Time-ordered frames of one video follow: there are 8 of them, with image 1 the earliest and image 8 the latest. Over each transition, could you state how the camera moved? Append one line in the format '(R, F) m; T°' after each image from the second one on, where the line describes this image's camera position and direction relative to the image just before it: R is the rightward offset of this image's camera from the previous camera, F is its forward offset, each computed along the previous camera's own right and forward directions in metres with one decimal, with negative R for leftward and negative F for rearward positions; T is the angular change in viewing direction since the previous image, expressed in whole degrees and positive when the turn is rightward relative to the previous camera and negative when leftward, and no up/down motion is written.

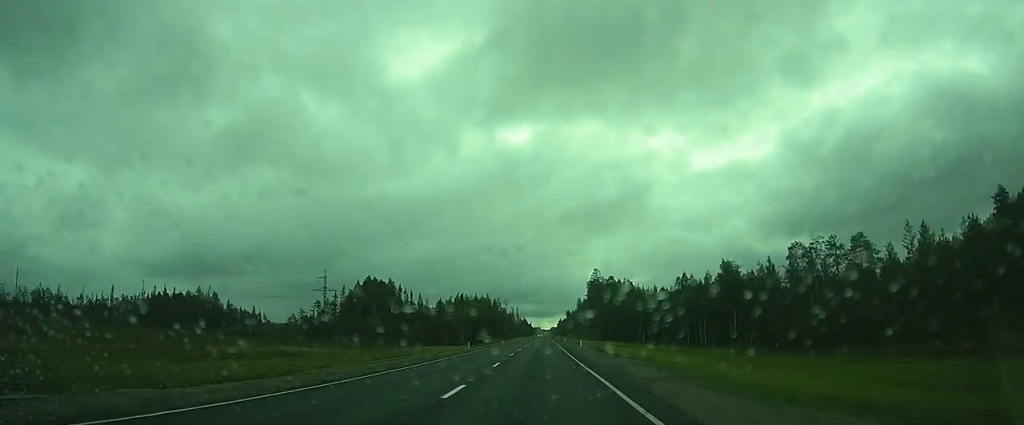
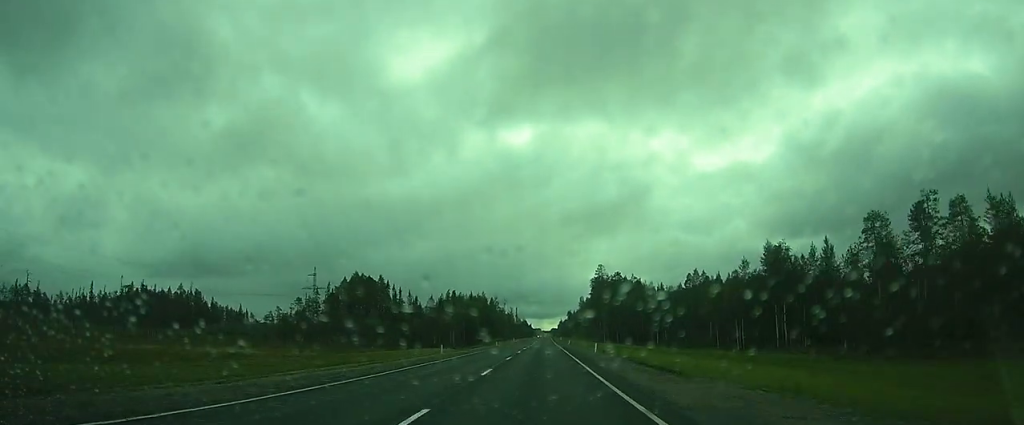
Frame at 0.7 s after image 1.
(0.0, +16.6) m; 0°
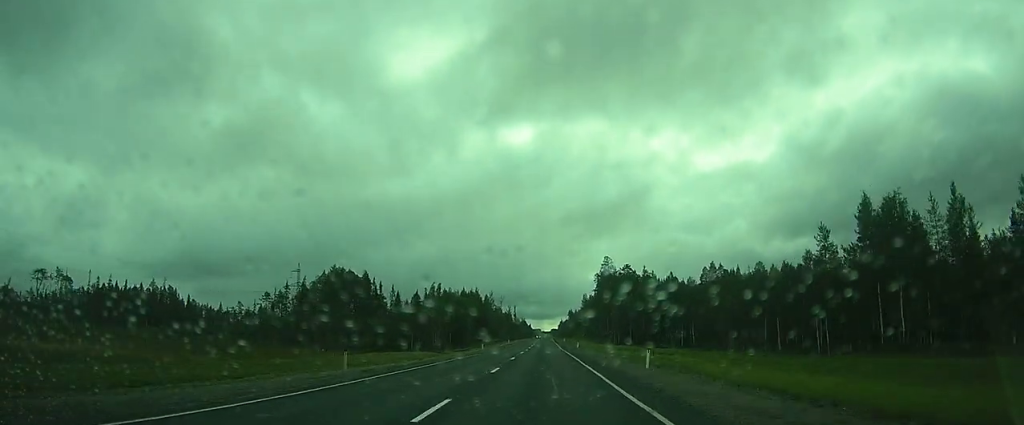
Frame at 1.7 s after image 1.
(0.0, +21.9) m; -1°
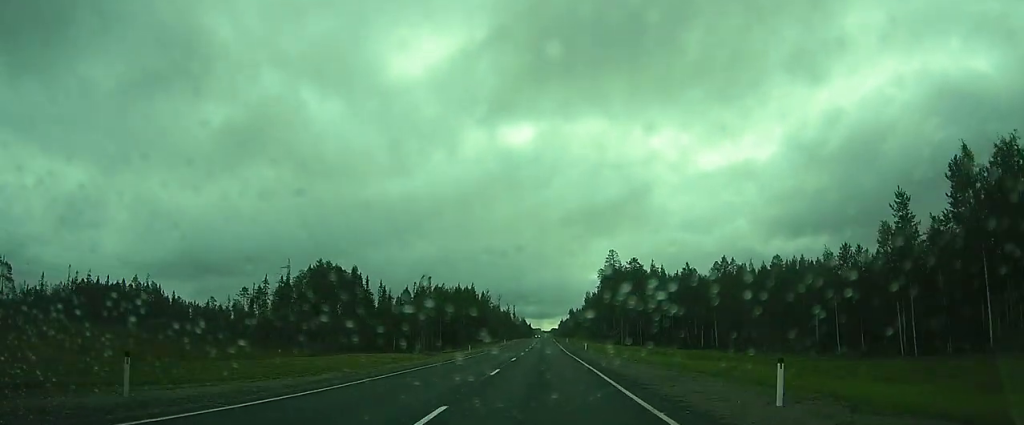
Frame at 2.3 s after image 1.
(-0.1, +12.9) m; 0°
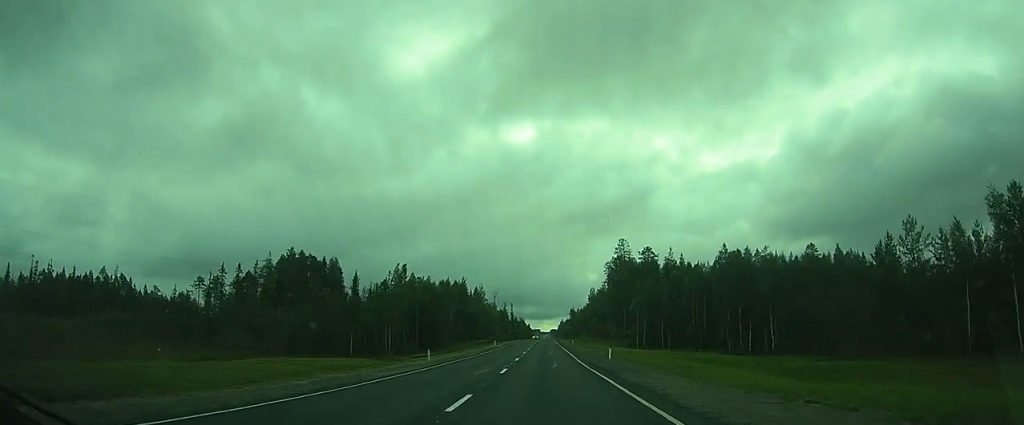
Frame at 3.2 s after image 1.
(-0.1, +21.2) m; 0°
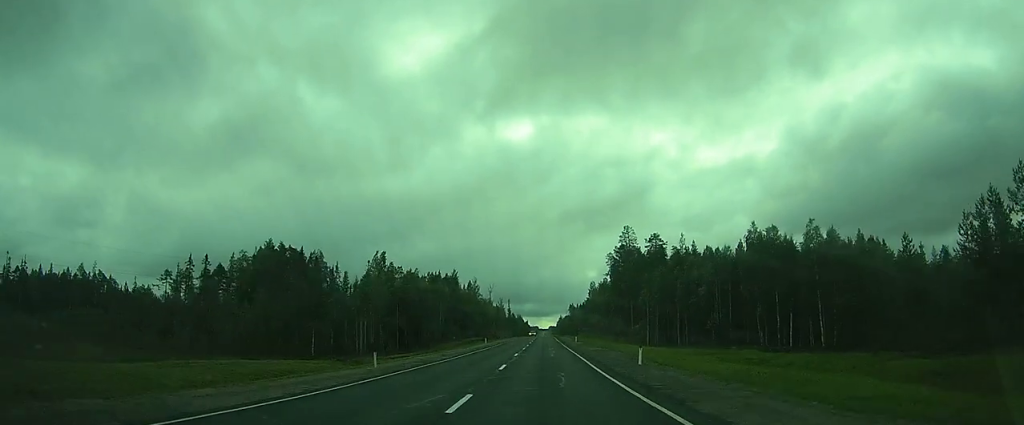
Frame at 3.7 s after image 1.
(0.0, +12.2) m; 0°
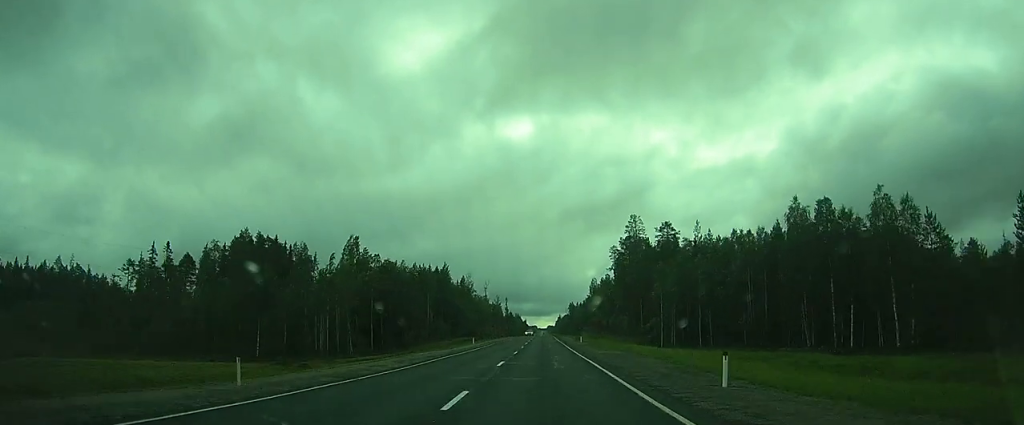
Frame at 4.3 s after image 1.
(0.0, +12.1) m; 0°
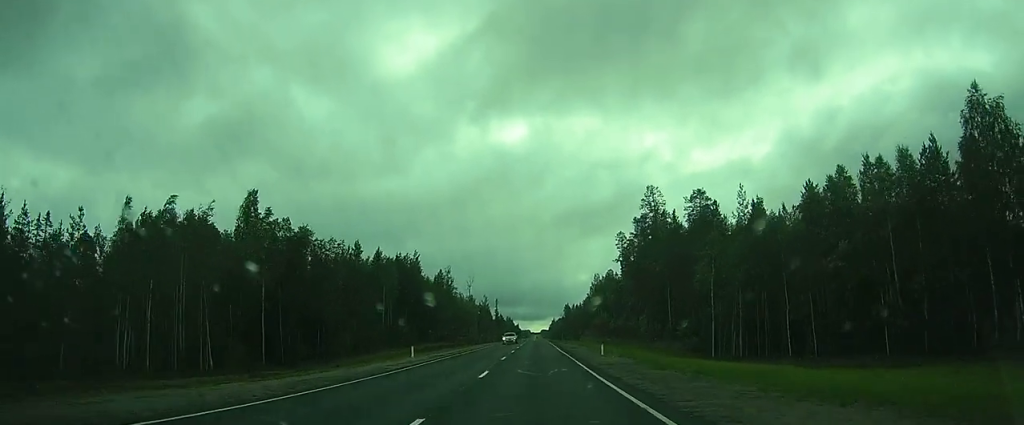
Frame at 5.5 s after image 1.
(0.0, +27.4) m; 0°
